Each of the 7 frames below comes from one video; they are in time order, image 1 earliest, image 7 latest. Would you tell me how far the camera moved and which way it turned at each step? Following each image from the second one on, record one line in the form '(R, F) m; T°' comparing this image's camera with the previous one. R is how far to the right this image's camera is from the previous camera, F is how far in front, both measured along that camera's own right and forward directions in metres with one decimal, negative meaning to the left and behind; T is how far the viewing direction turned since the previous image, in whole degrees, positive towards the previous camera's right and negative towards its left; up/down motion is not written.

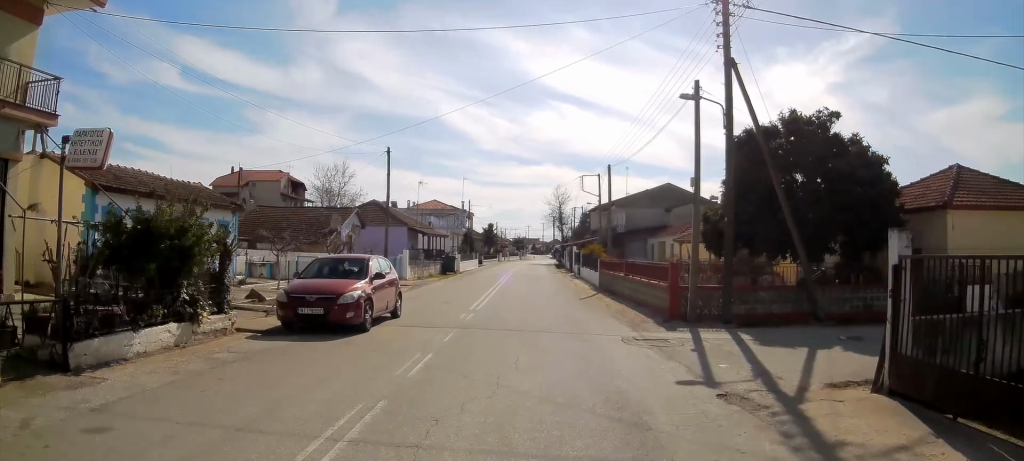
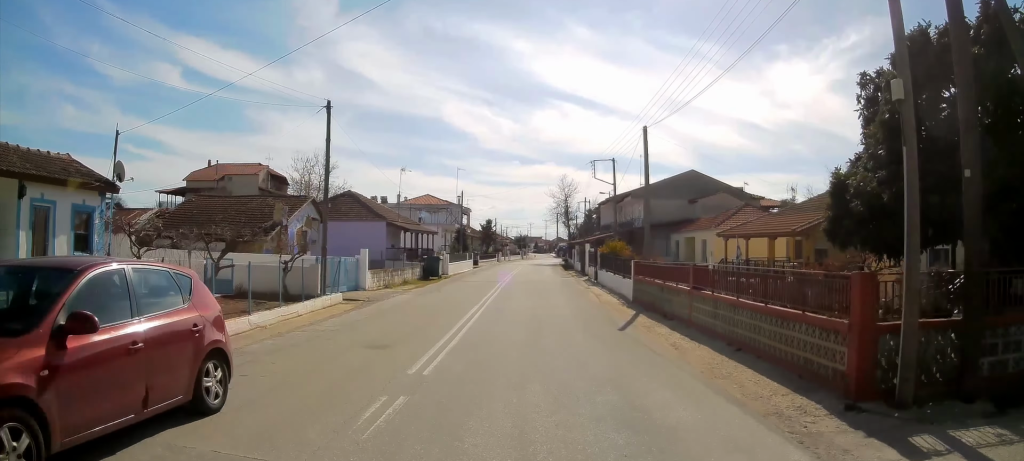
(-0.1, +9.2) m; 0°
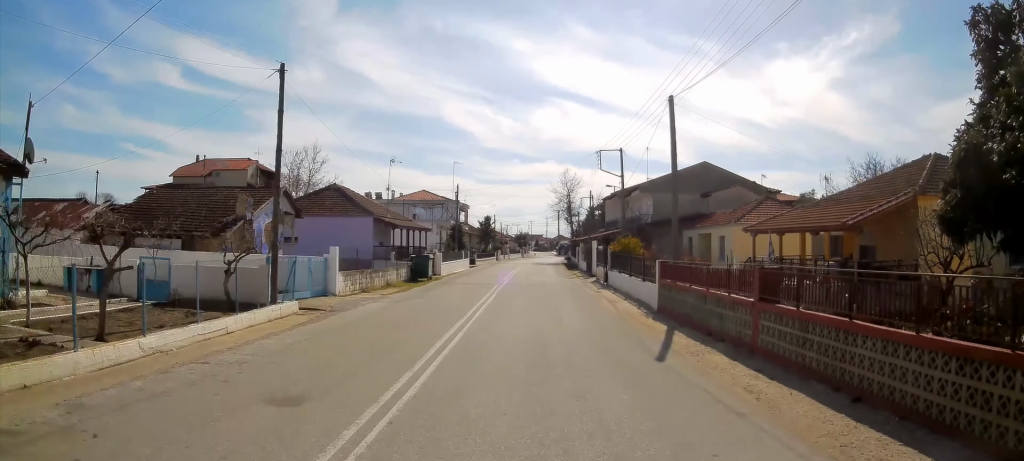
(-0.1, +4.0) m; 0°
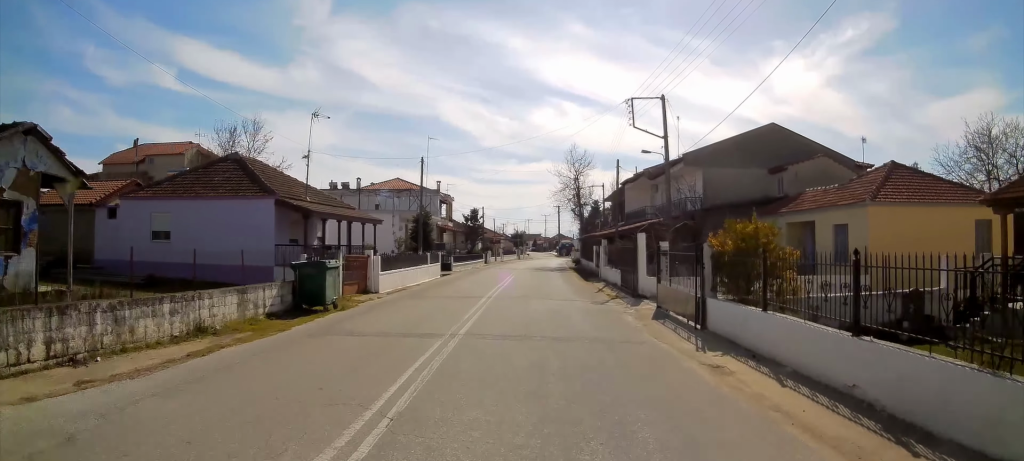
(+0.1, +16.2) m; 0°
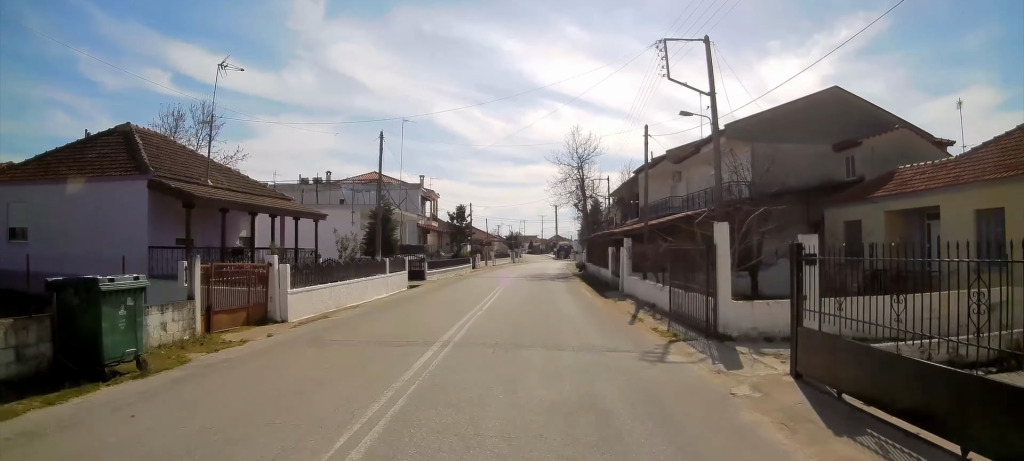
(-0.1, +9.1) m; 0°
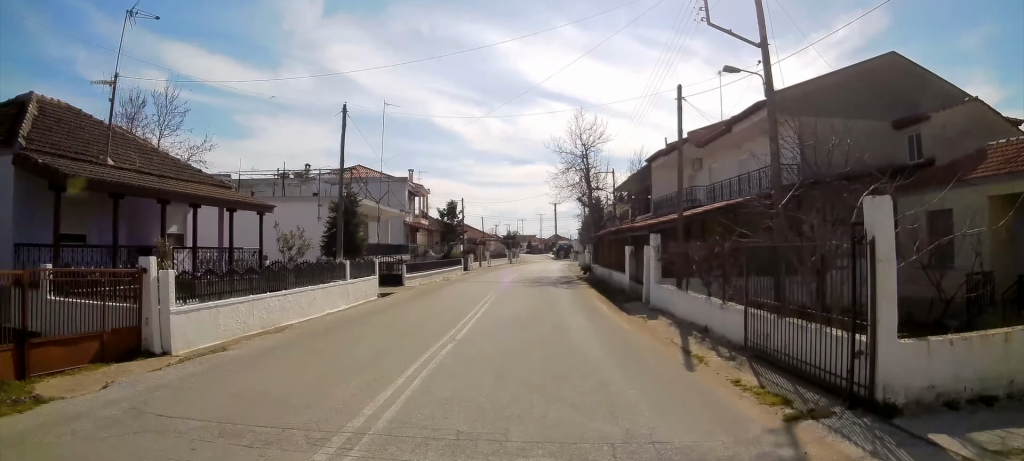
(0.0, +5.5) m; 0°
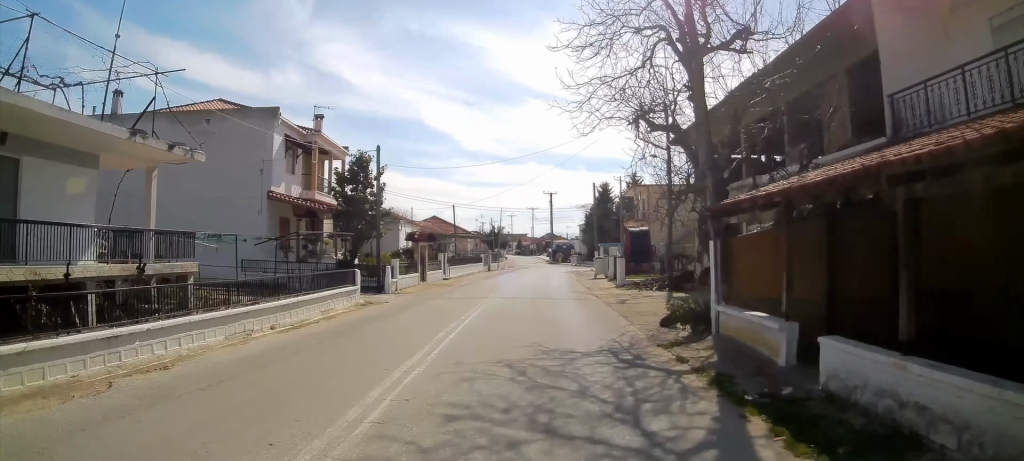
(+0.7, +28.0) m; +2°
